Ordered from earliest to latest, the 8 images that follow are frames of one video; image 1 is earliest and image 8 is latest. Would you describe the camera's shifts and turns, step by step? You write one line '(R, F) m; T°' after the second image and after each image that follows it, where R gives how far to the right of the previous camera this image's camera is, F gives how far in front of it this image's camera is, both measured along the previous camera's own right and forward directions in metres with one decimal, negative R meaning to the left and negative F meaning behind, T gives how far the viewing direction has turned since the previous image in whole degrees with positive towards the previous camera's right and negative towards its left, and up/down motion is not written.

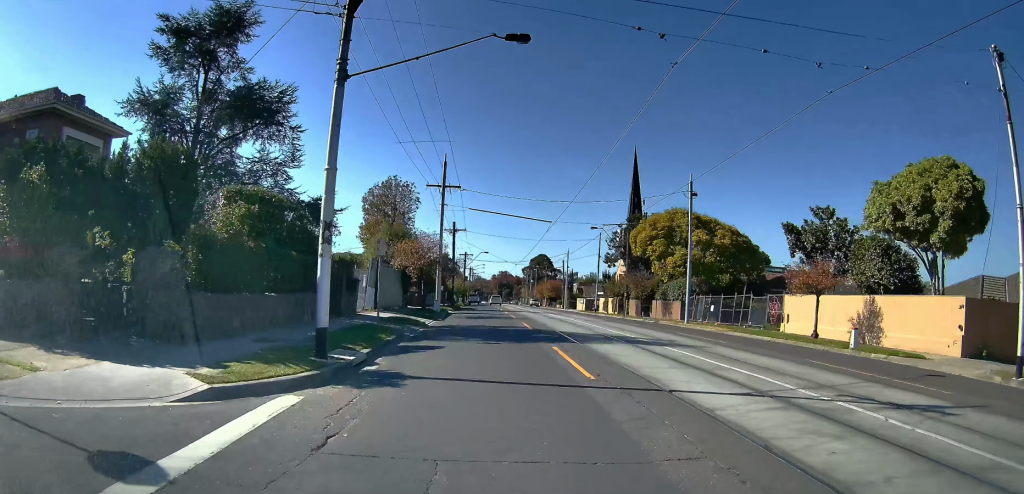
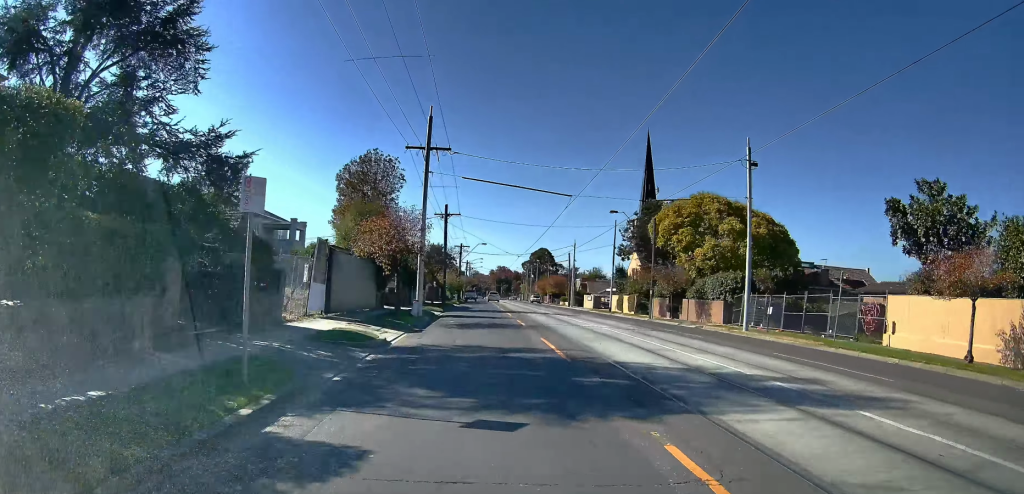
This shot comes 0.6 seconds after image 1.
(-0.1, +10.0) m; 0°
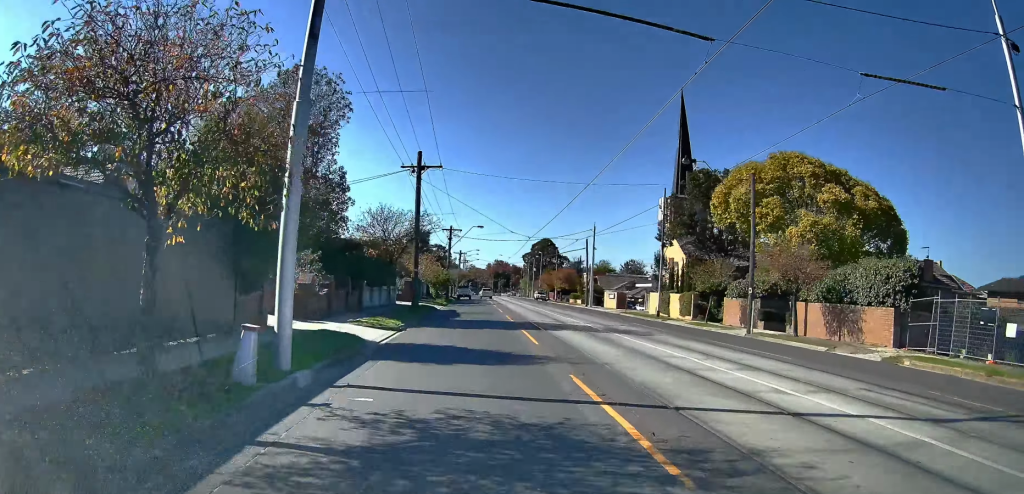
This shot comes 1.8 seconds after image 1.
(+0.3, +19.2) m; +1°
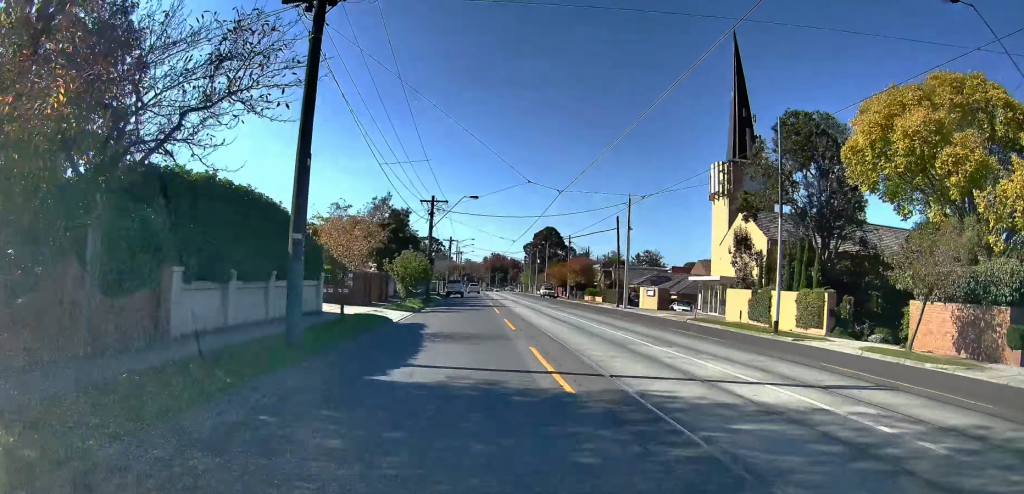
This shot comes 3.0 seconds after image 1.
(-0.2, +19.6) m; -2°
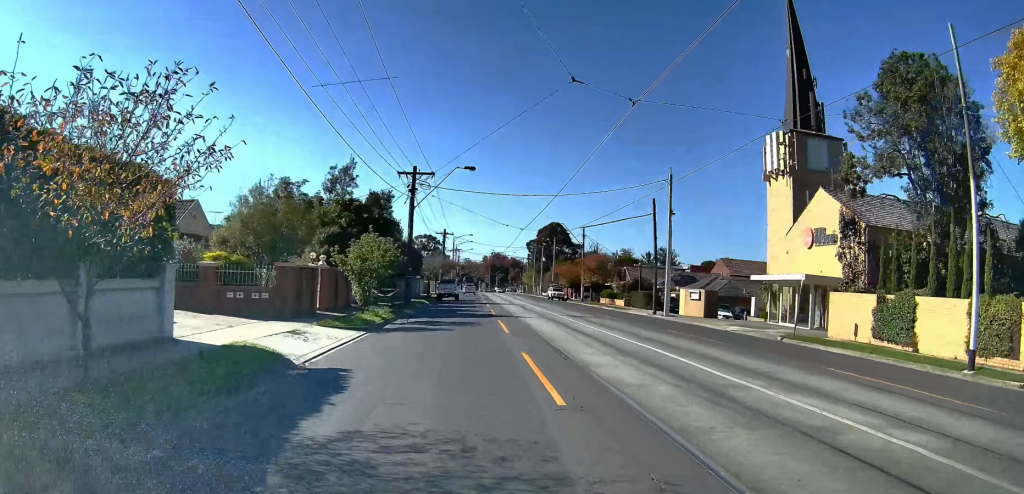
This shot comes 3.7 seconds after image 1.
(-0.1, +12.5) m; +1°
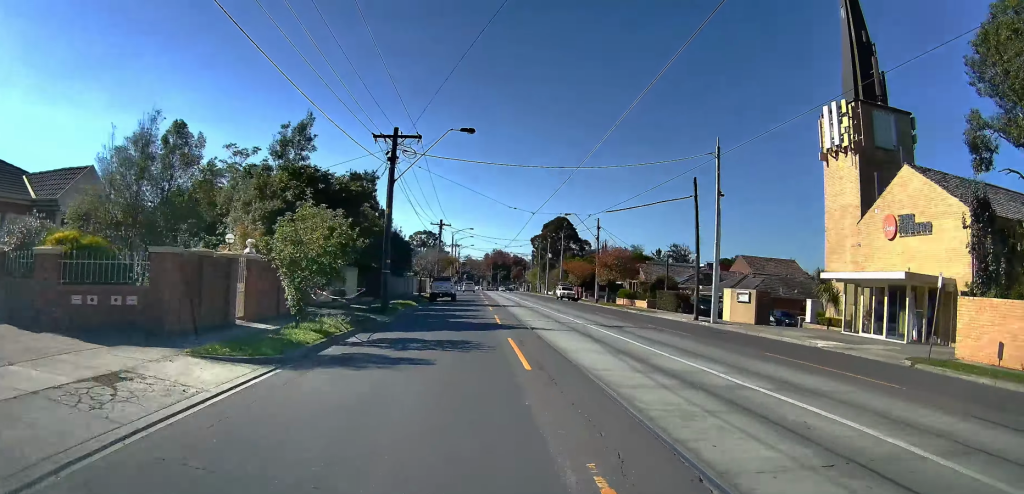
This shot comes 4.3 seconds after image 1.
(-0.1, +8.7) m; +1°
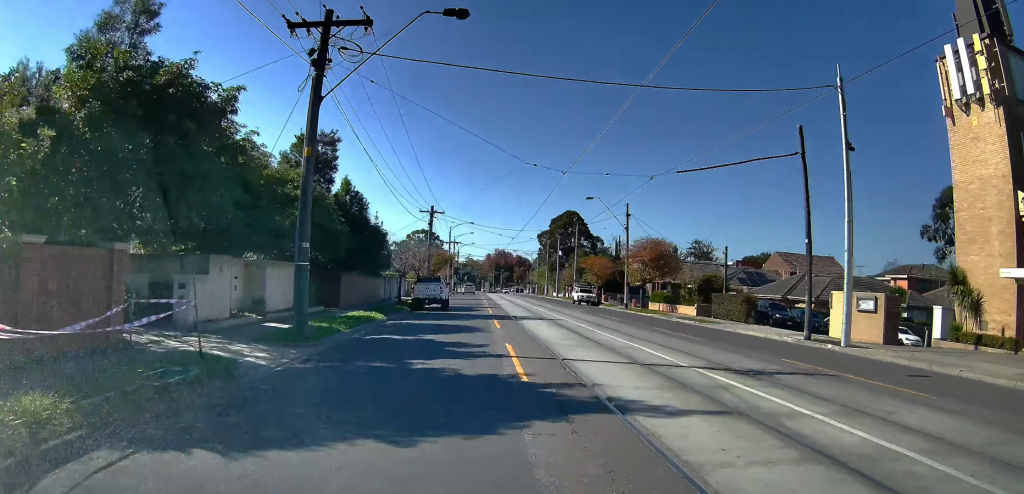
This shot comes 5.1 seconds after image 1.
(+0.5, +13.0) m; -3°
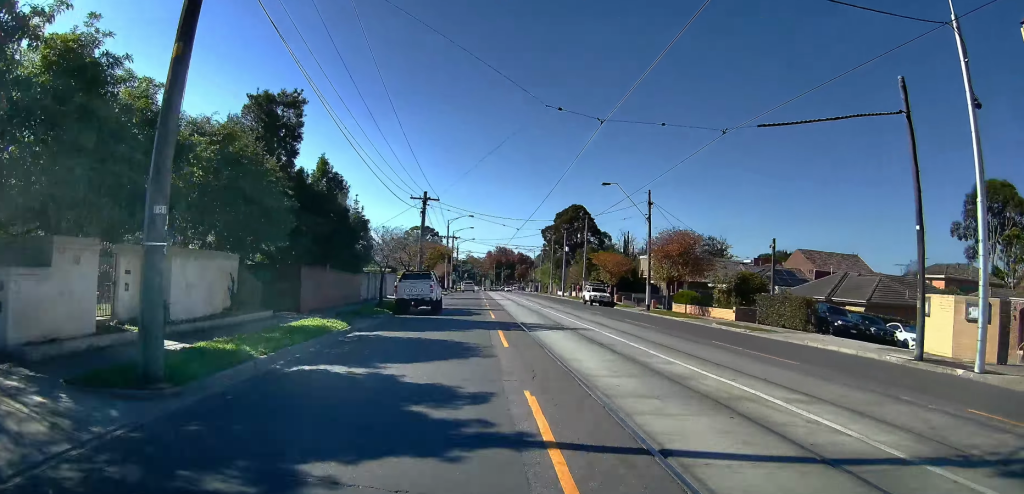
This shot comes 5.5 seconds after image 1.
(-0.3, +7.0) m; -1°
